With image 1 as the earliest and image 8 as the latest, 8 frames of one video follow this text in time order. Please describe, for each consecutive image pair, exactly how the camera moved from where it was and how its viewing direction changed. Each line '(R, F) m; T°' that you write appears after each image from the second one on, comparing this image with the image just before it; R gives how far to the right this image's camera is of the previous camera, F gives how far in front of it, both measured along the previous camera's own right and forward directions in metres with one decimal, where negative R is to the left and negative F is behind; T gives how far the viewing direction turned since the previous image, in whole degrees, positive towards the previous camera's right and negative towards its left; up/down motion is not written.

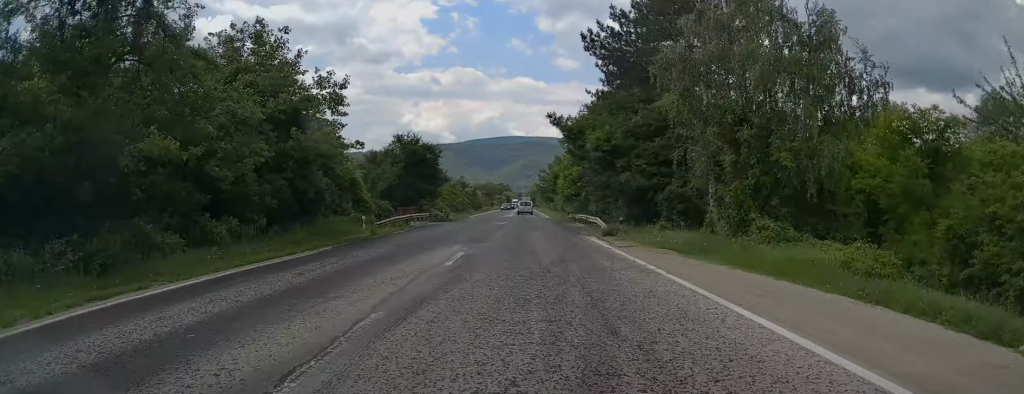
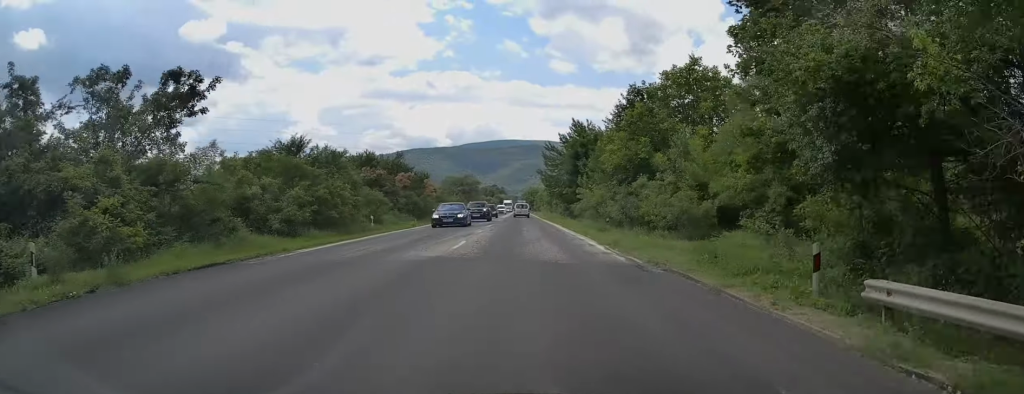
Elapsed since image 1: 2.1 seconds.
(+0.7, +49.4) m; +1°
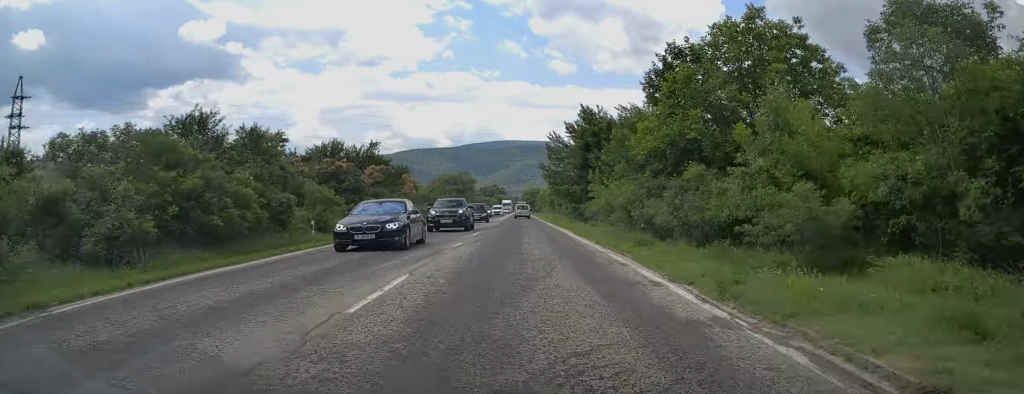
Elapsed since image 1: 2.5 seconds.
(-0.1, +9.6) m; 0°
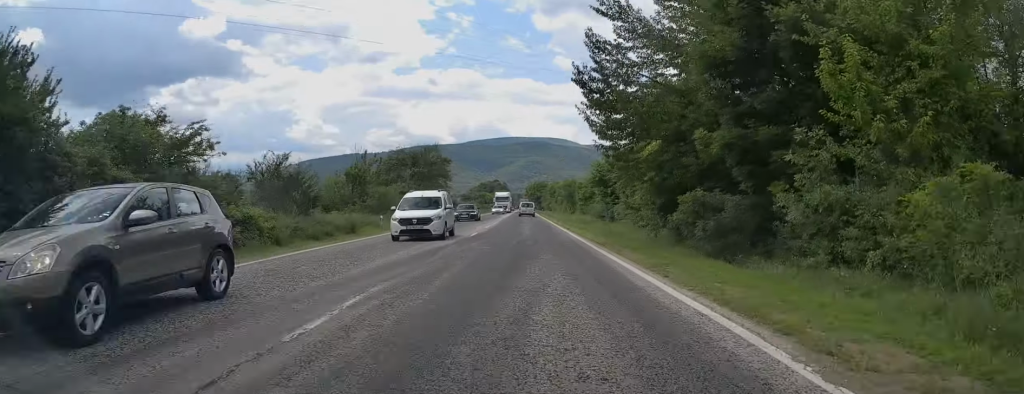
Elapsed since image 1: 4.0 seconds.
(-0.4, +37.5) m; 0°
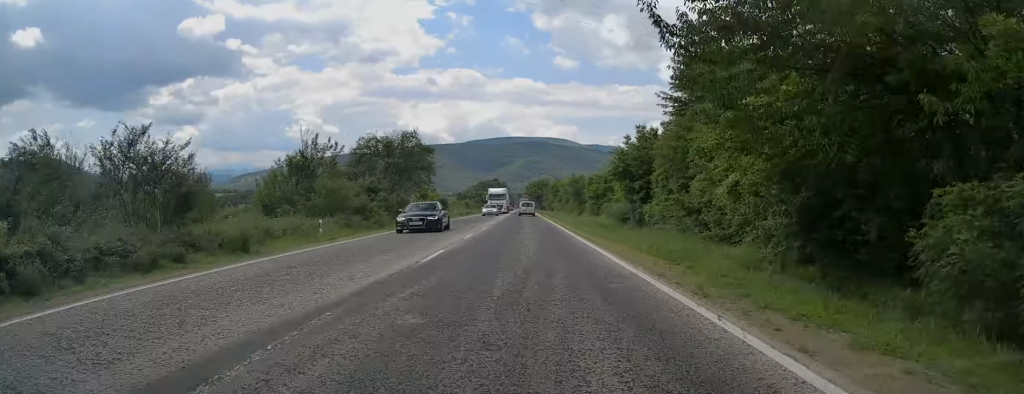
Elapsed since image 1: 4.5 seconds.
(+0.1, +11.0) m; 0°
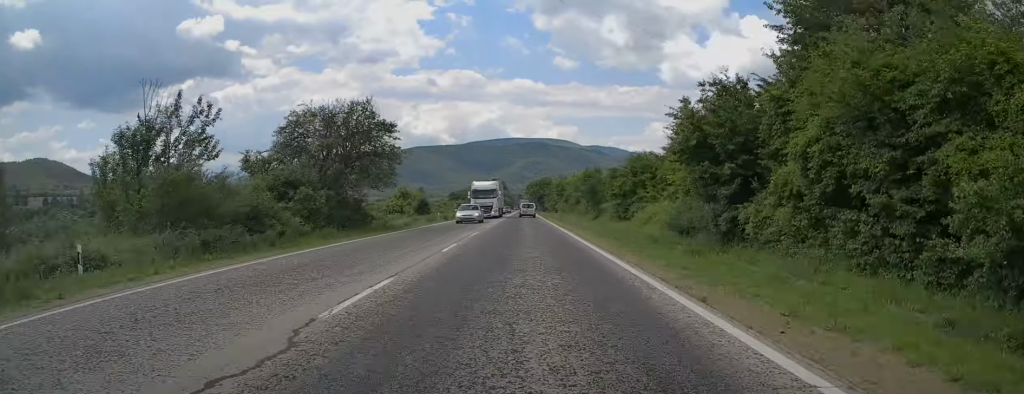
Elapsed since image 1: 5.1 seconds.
(+0.3, +15.0) m; 0°
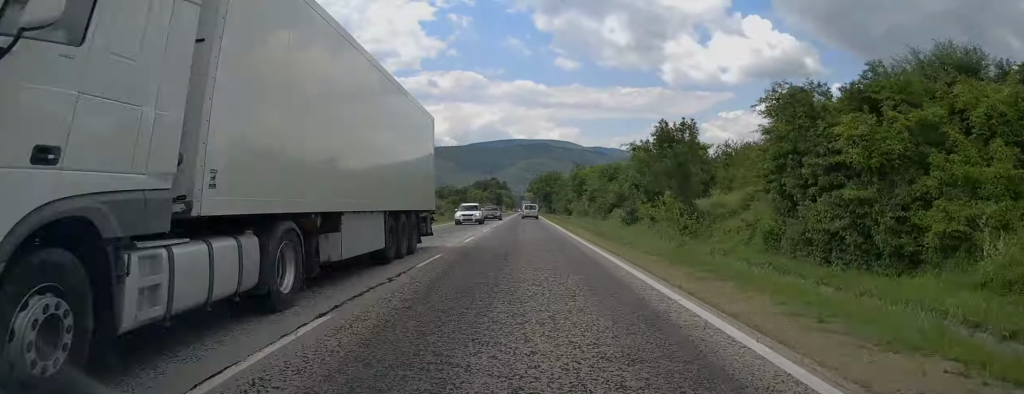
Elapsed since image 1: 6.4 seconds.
(-0.4, +30.2) m; 0°
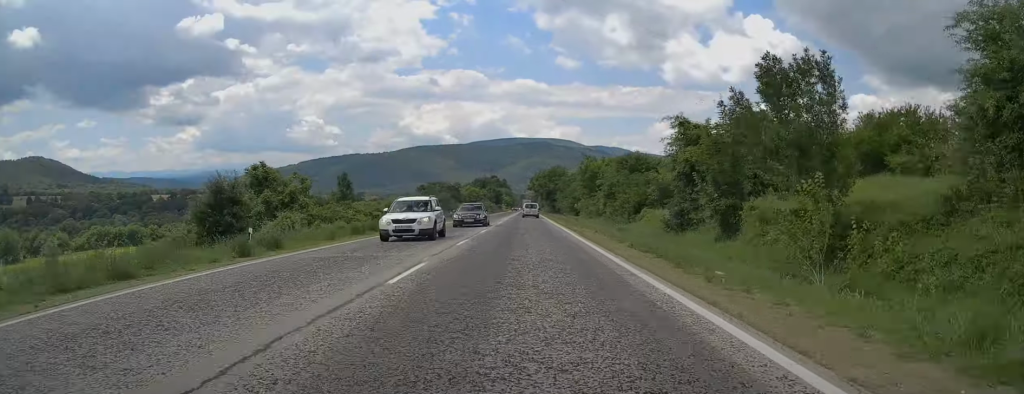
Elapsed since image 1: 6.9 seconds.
(+0.2, +11.6) m; 0°
